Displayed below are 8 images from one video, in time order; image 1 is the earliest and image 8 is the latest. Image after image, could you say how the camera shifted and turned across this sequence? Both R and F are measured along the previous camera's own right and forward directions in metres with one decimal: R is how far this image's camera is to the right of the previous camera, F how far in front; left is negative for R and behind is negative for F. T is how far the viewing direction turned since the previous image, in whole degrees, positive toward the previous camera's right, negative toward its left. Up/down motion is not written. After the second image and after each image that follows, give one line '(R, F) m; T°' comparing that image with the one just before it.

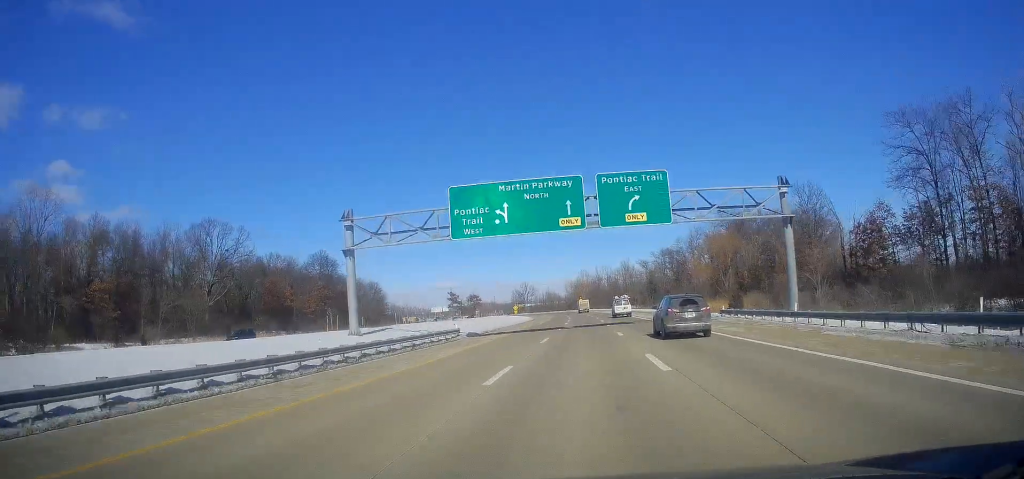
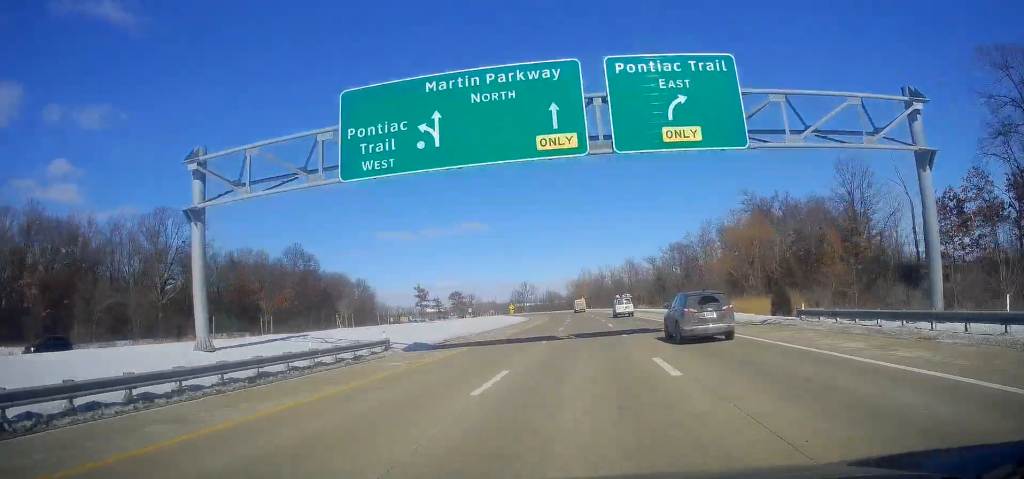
(0.0, +17.2) m; 0°
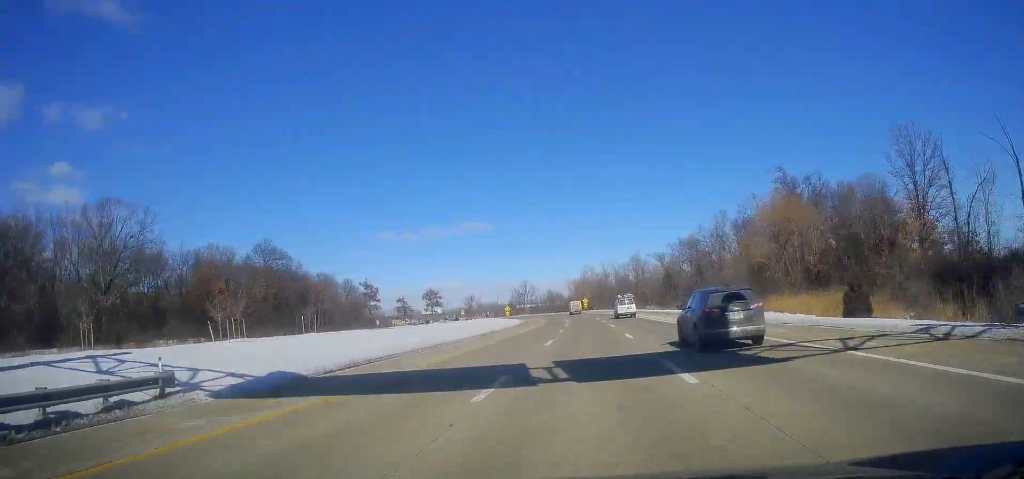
(0.0, +17.3) m; 0°
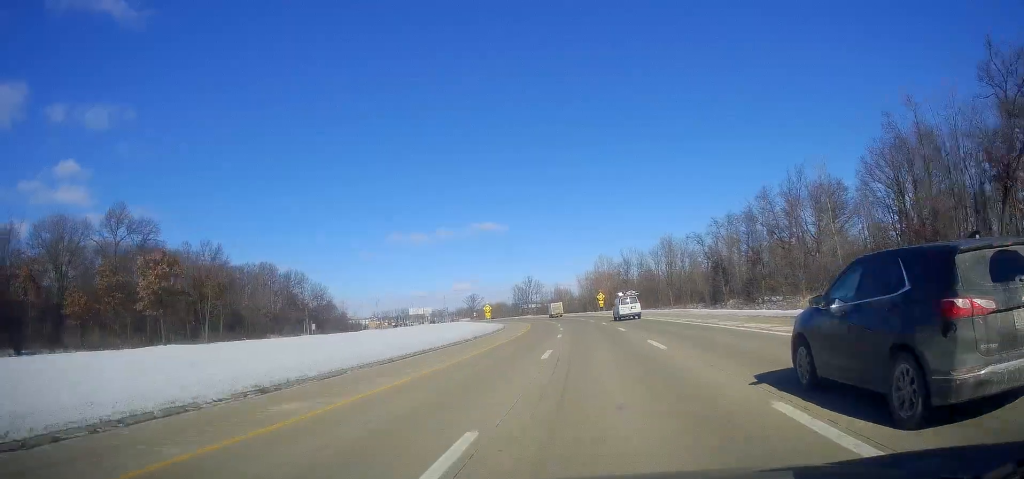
(-0.9, +58.0) m; -2°
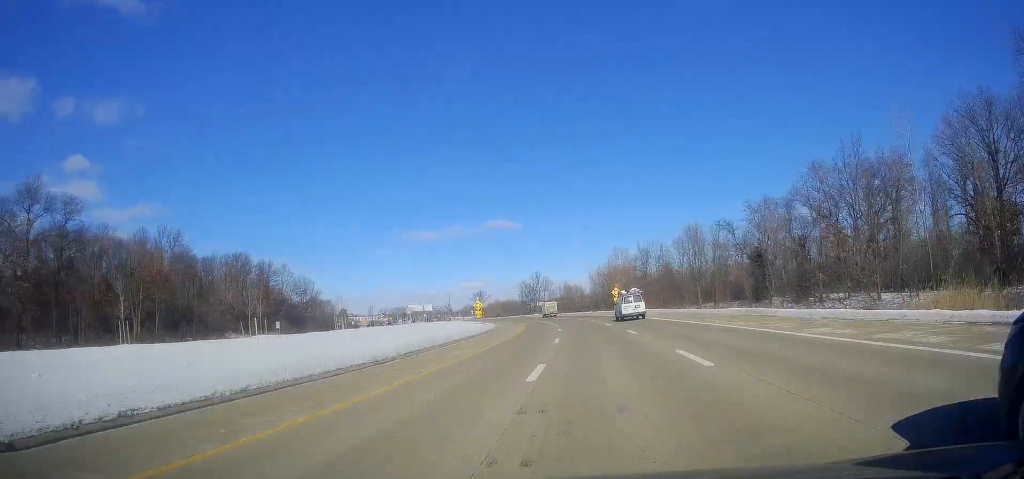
(-0.1, +21.3) m; -1°
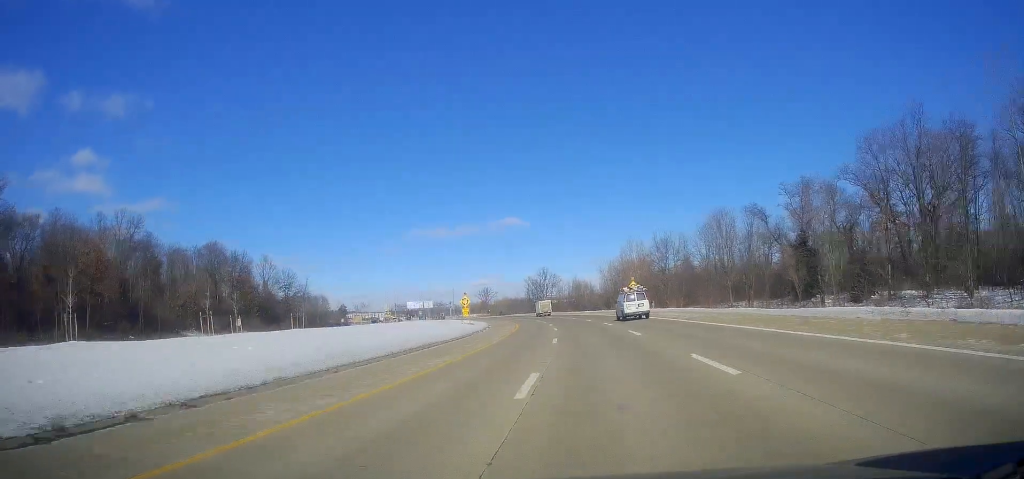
(0.0, +16.5) m; -1°
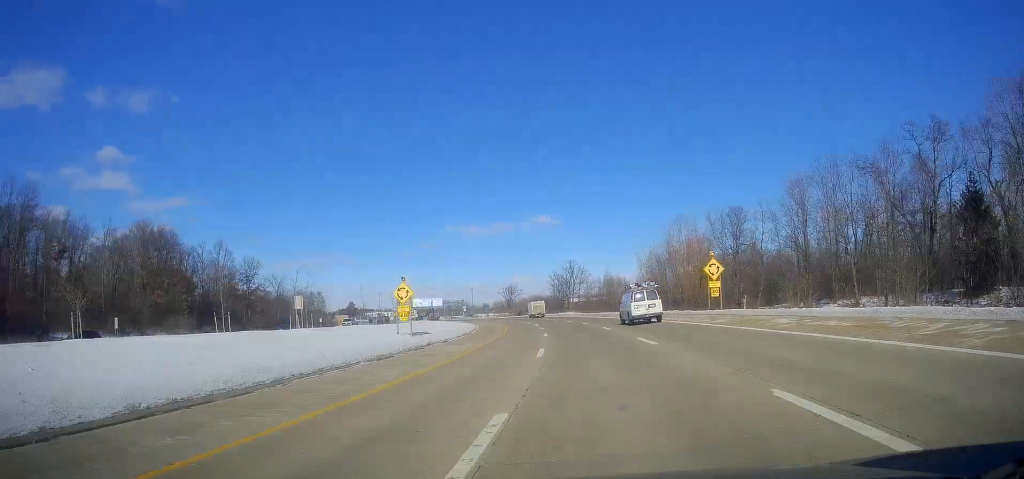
(-1.0, +36.0) m; -4°
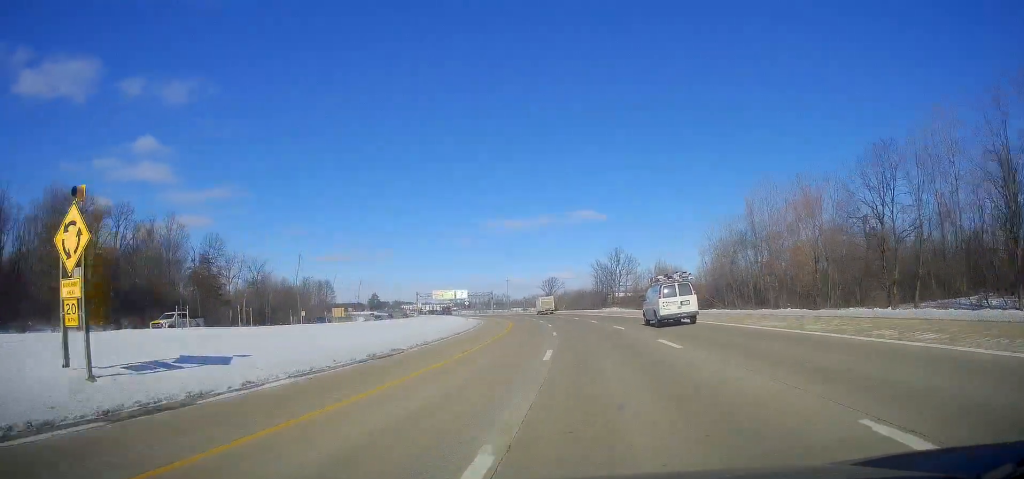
(-1.2, +34.8) m; -4°
